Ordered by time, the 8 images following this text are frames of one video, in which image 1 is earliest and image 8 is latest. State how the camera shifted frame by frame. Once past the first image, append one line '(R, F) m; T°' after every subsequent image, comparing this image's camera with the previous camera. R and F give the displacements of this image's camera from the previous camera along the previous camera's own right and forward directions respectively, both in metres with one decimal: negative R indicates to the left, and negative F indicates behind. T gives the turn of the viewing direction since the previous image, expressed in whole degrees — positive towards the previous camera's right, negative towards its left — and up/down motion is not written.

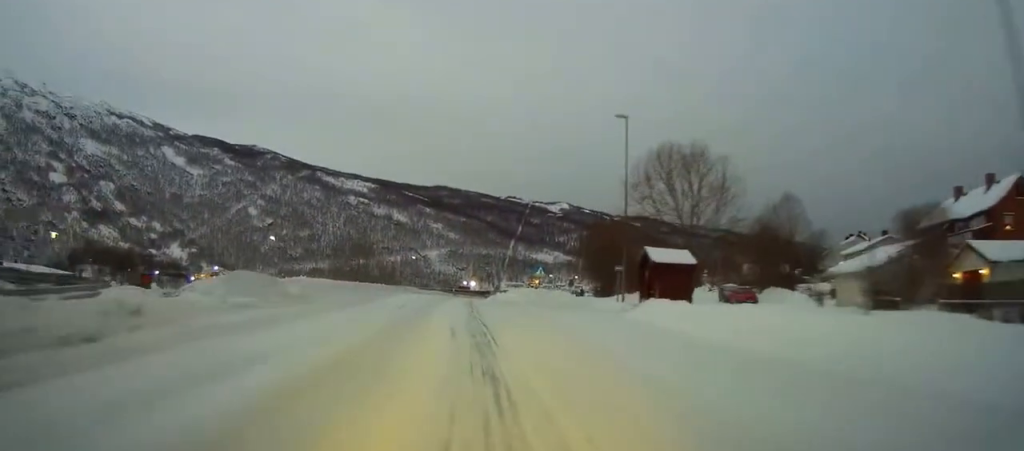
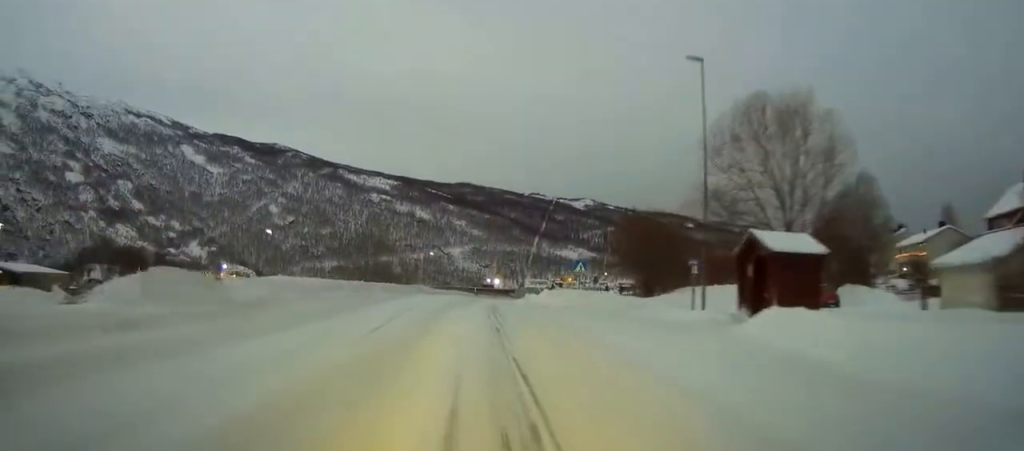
(-1.0, +7.8) m; -9°
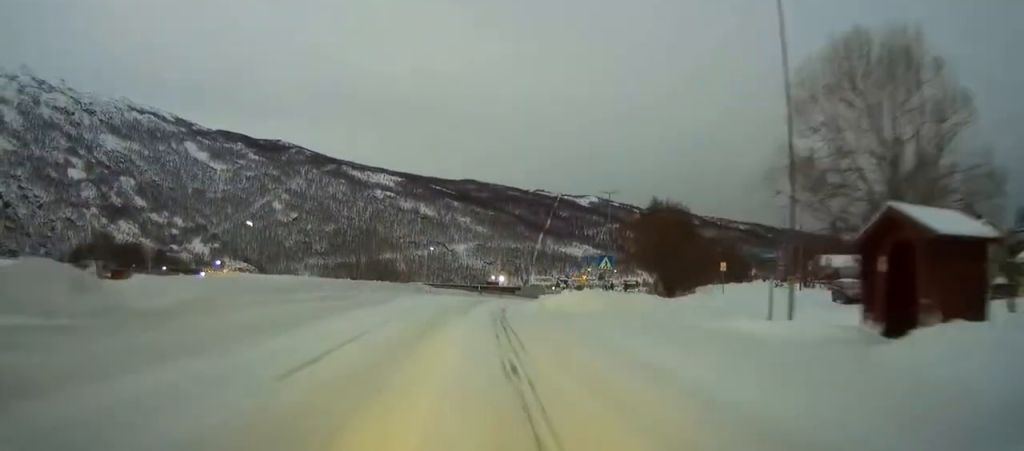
(-0.4, +6.5) m; -4°
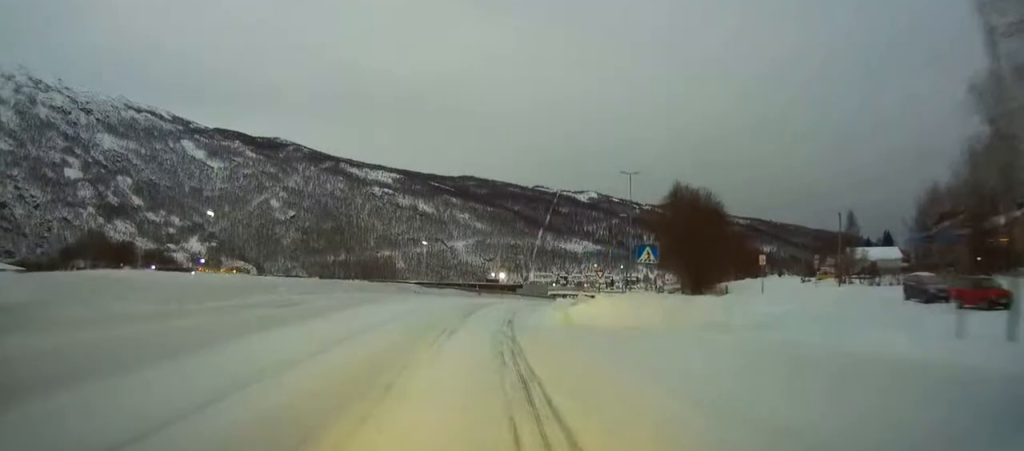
(-0.2, +8.5) m; -1°
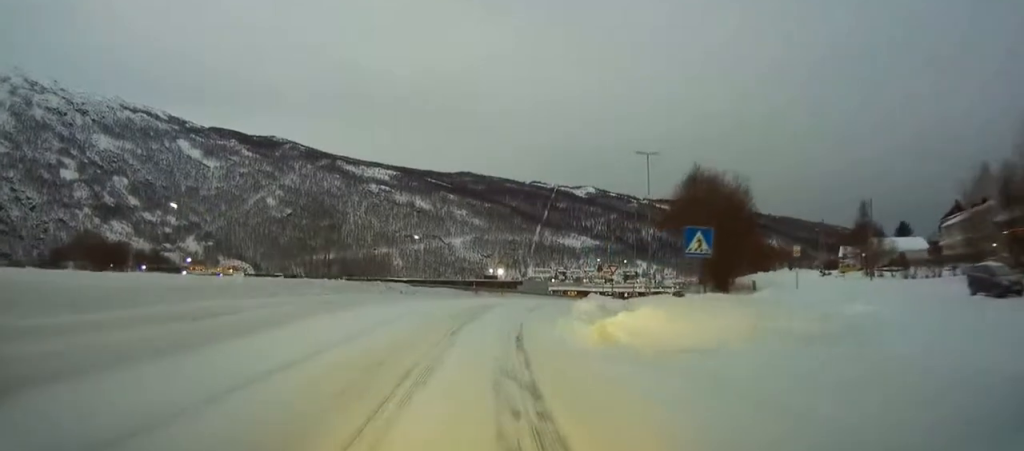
(0.0, +6.0) m; +1°
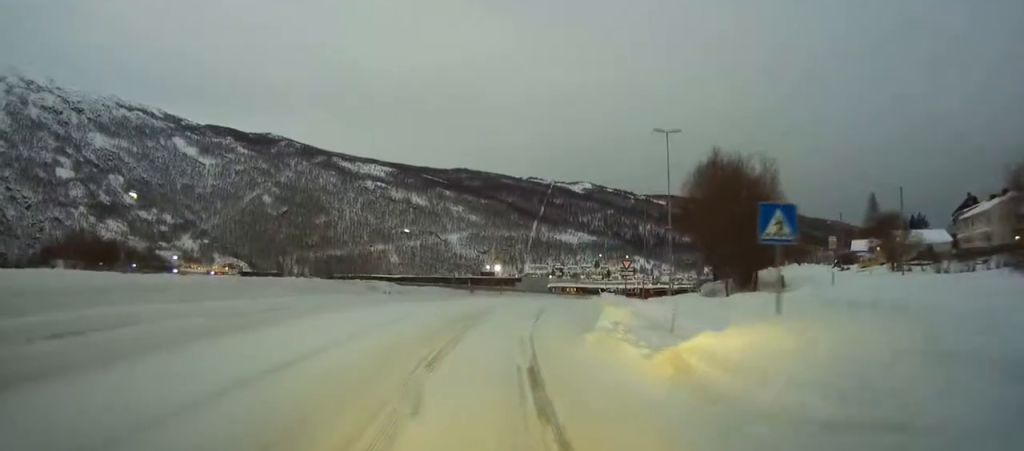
(0.0, +5.4) m; +1°
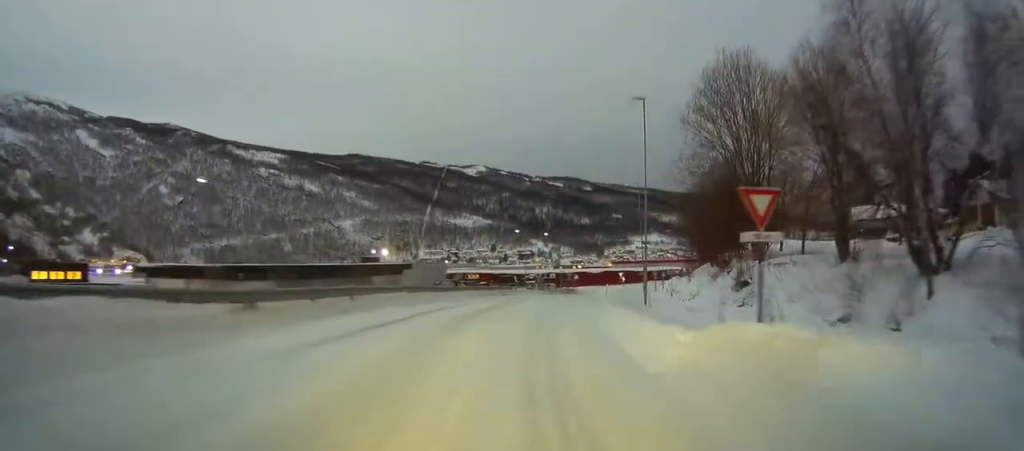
(-0.1, +31.8) m; 0°
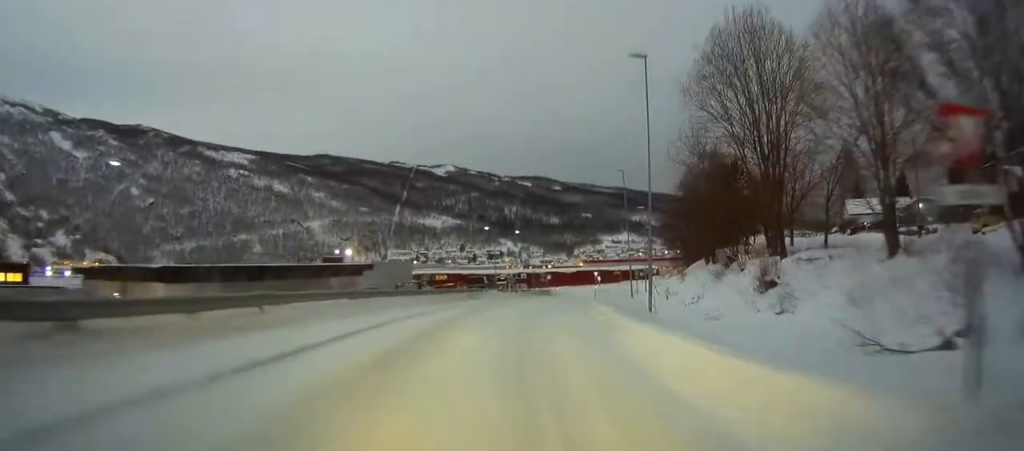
(+0.3, +7.6) m; +4°
